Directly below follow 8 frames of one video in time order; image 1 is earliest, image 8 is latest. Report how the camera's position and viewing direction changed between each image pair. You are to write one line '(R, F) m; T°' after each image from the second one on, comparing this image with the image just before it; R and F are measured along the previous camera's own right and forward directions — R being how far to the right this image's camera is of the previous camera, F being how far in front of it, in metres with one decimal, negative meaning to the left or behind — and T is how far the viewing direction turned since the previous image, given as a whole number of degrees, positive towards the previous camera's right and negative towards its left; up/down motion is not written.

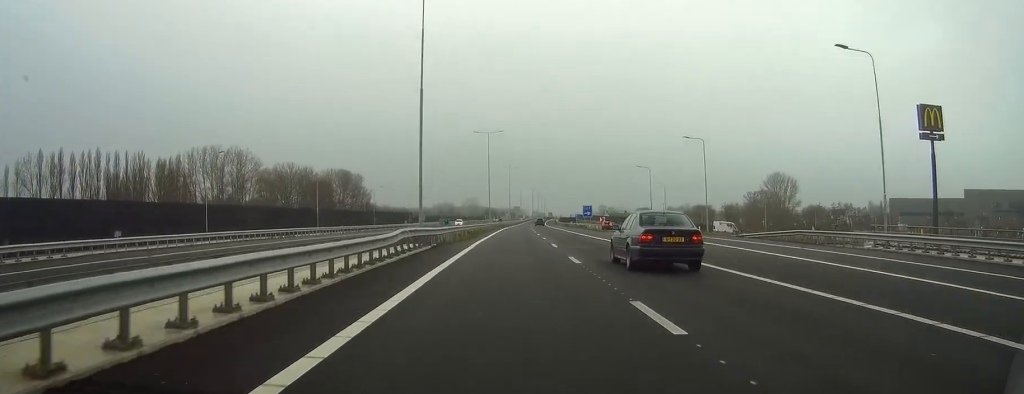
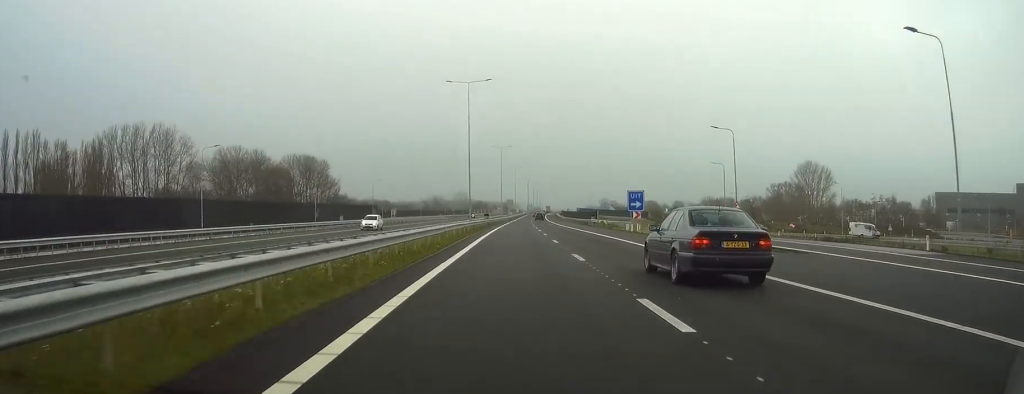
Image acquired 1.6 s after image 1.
(+0.3, +47.3) m; +1°
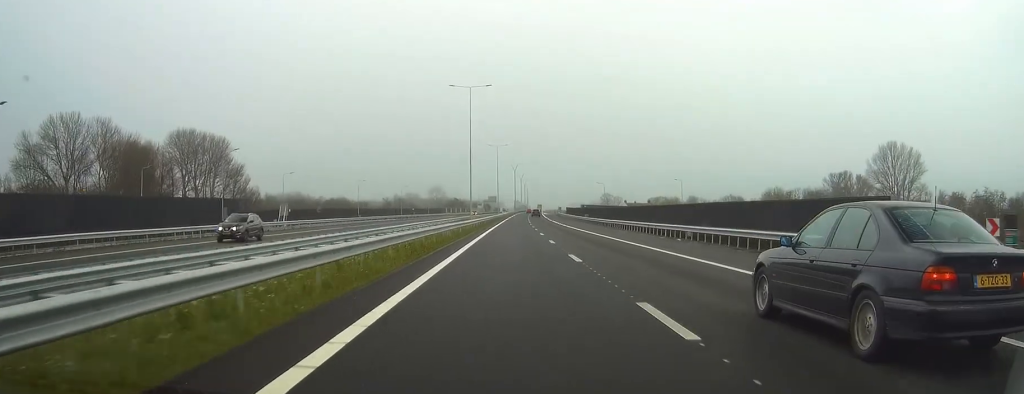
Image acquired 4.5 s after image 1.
(+1.2, +84.3) m; +1°
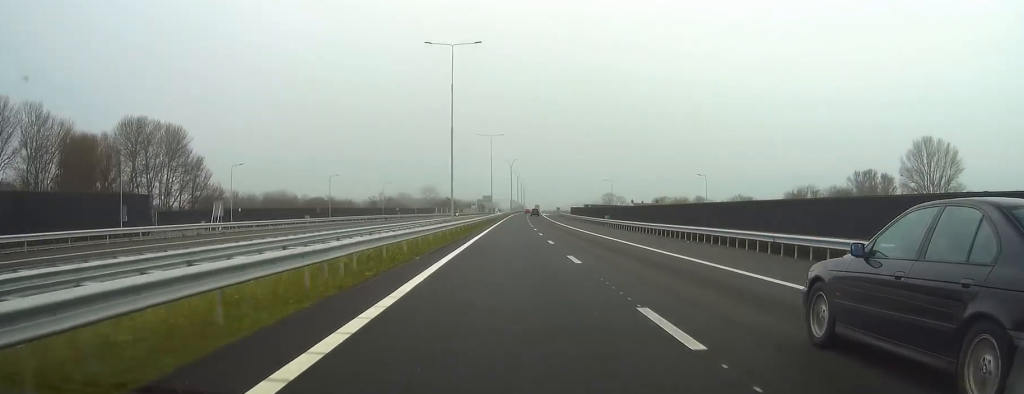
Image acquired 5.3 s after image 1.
(+0.1, +23.4) m; 0°
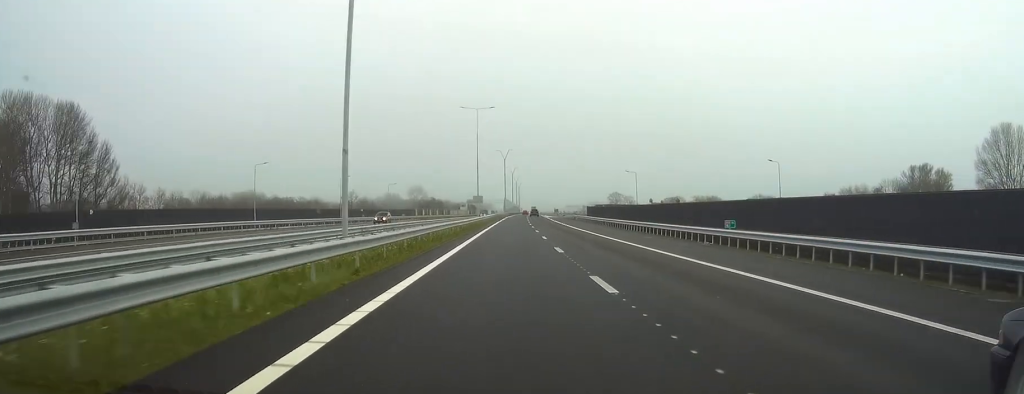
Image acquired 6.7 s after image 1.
(0.0, +42.9) m; 0°
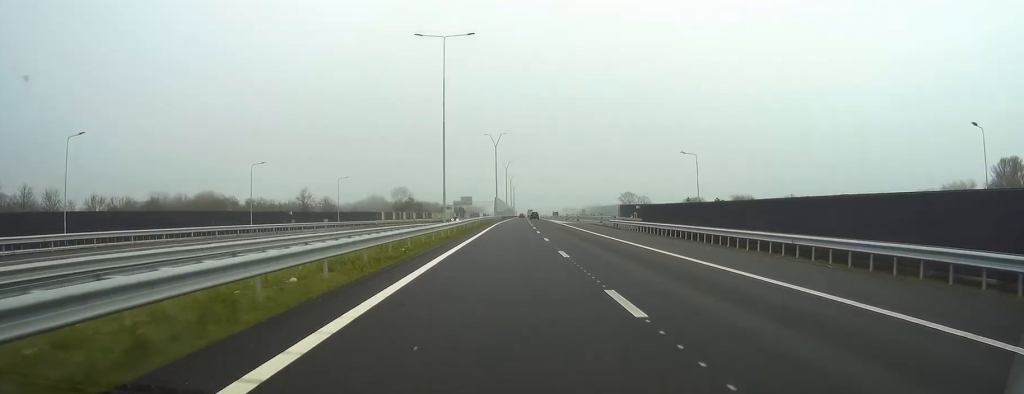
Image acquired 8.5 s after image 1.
(+0.2, +50.6) m; +1°
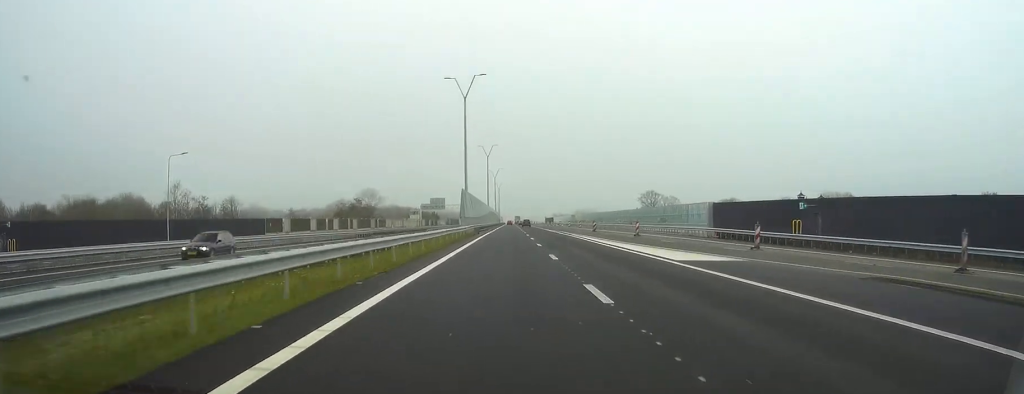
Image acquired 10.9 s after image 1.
(+0.9, +70.0) m; +1°
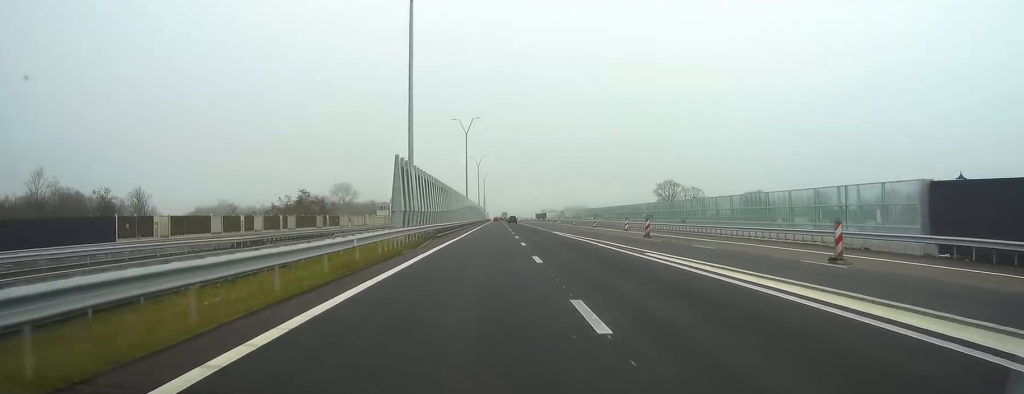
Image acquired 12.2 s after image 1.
(+0.2, +38.9) m; 0°
